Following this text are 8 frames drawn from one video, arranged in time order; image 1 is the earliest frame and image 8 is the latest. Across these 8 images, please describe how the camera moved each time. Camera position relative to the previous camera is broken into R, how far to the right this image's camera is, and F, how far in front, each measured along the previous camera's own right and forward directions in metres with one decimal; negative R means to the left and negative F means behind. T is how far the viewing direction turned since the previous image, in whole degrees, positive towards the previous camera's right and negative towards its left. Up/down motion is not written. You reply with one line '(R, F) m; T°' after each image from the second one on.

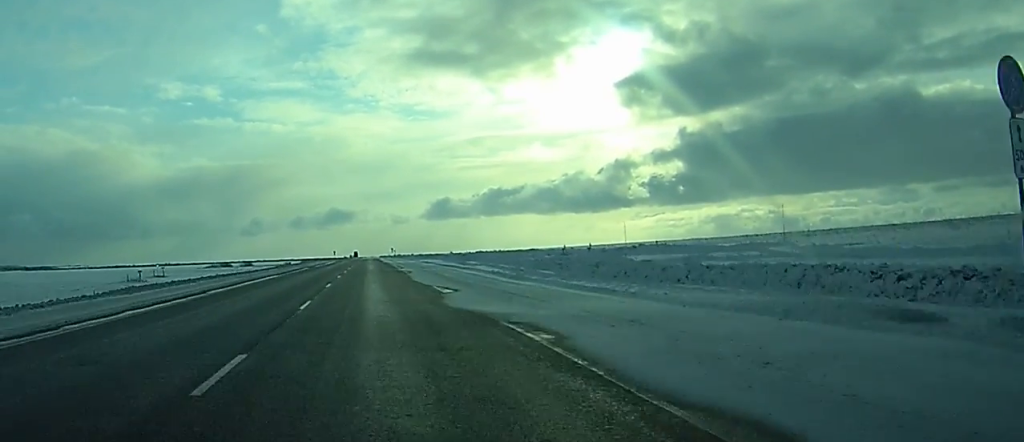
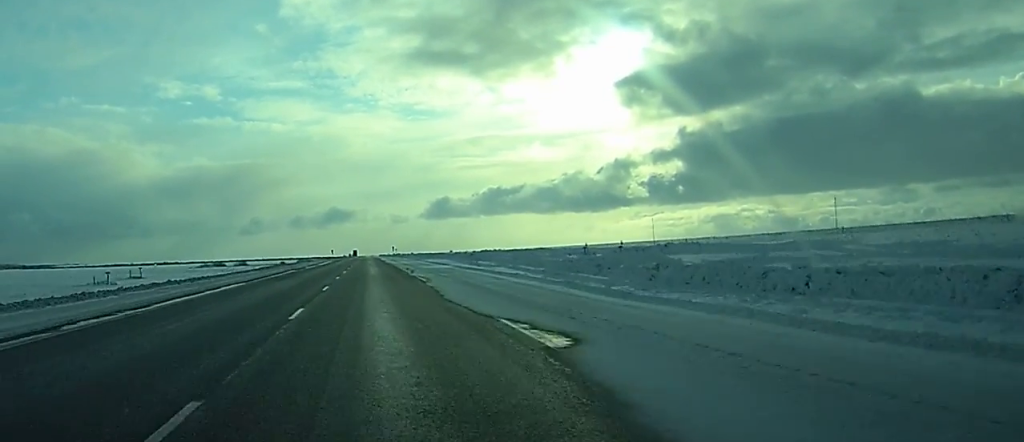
(0.0, +15.2) m; 0°
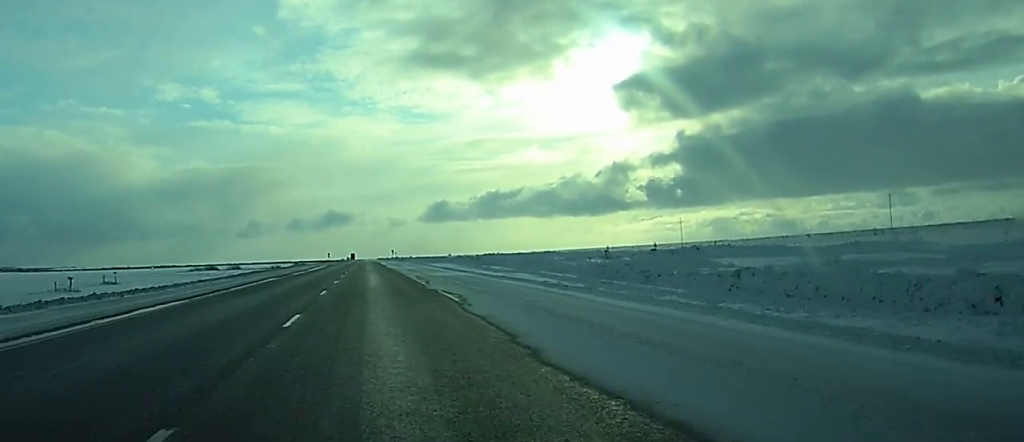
(0.0, +13.1) m; 0°
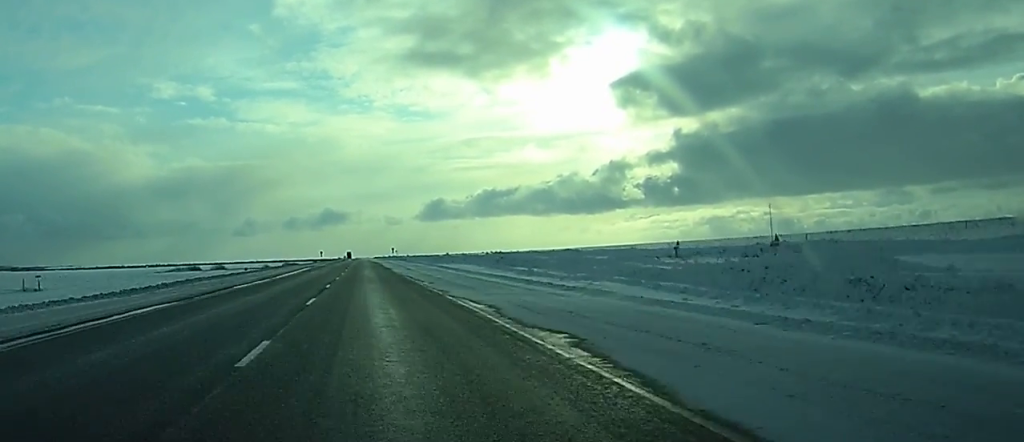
(0.0, +29.2) m; 0°
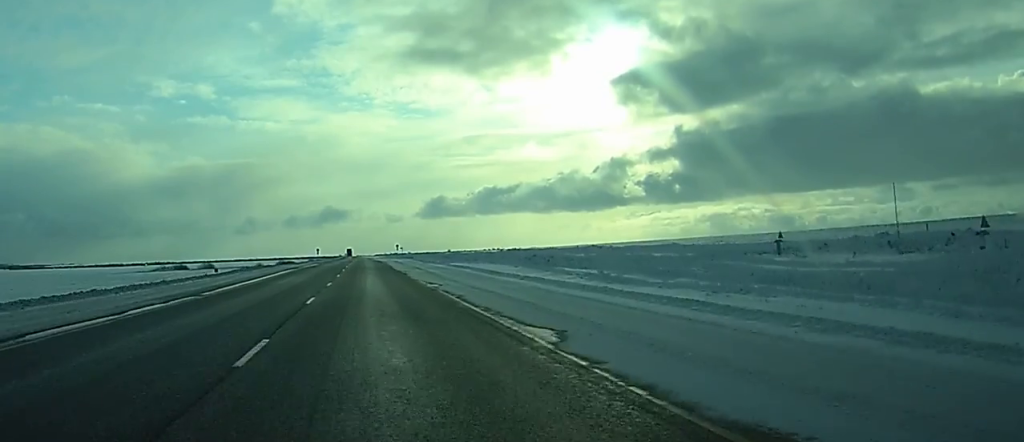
(0.0, +24.1) m; 0°
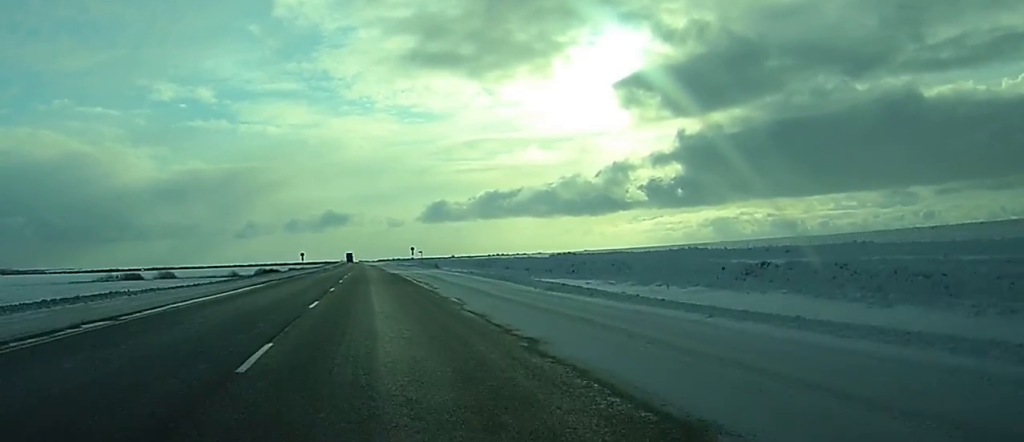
(0.0, +60.3) m; 0°
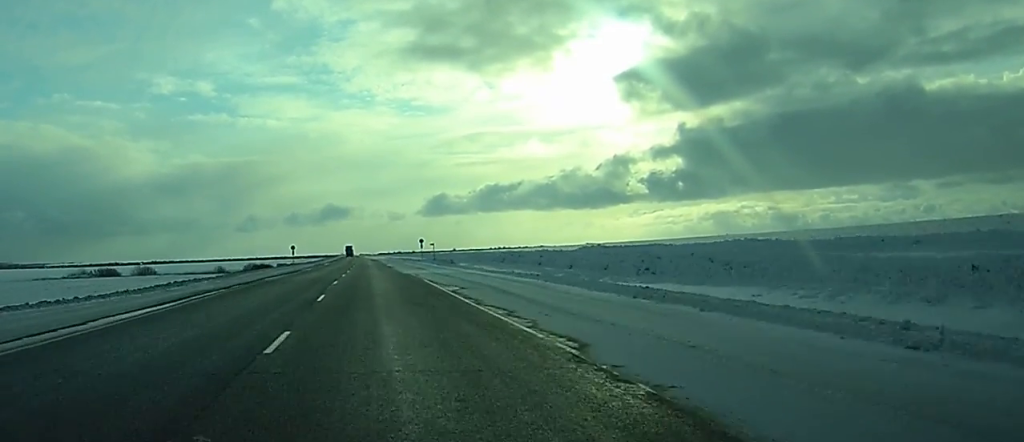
(0.0, +22.2) m; 0°
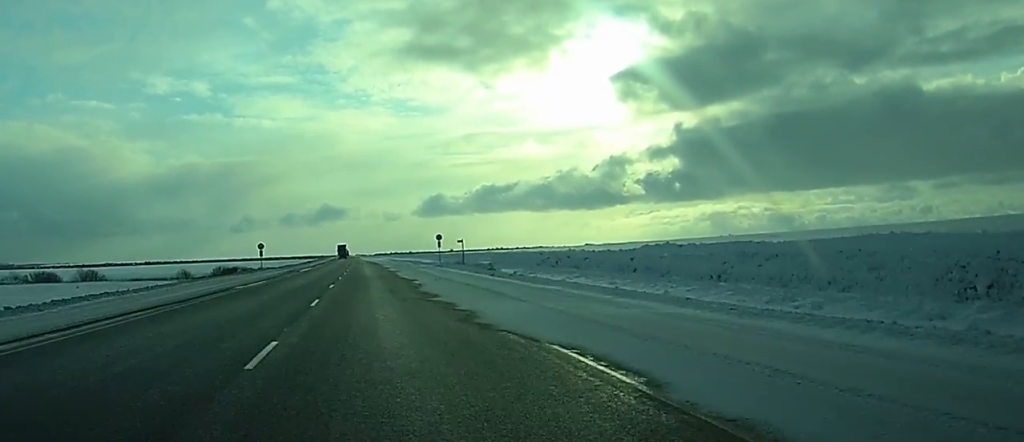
(-0.2, +37.3) m; -1°
